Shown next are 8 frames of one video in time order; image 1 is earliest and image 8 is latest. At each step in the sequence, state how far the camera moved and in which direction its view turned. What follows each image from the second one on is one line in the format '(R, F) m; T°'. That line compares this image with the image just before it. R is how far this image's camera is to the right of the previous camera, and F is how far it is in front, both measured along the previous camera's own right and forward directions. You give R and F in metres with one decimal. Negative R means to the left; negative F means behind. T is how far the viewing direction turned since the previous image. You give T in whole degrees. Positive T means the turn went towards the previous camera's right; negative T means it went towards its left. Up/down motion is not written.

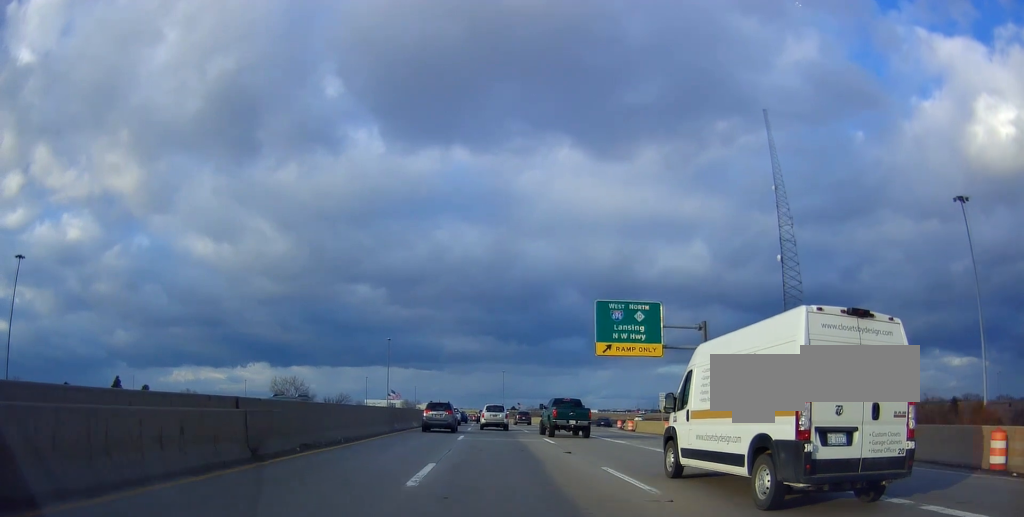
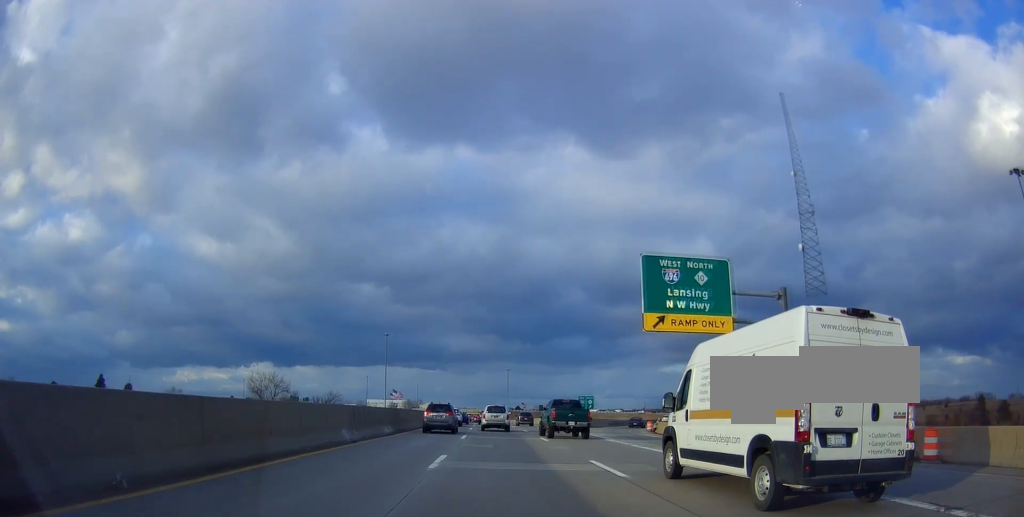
(-0.5, +12.5) m; -1°
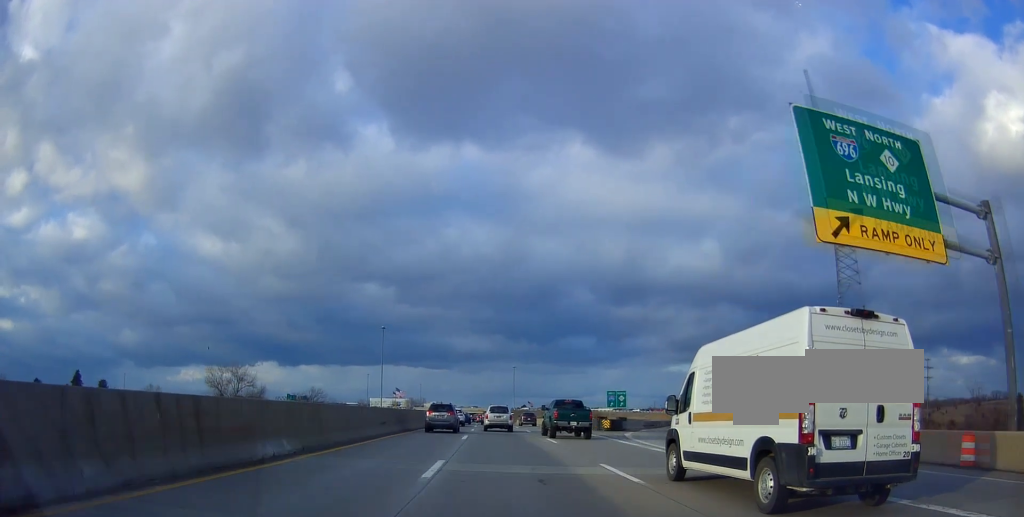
(-0.2, +16.6) m; -1°
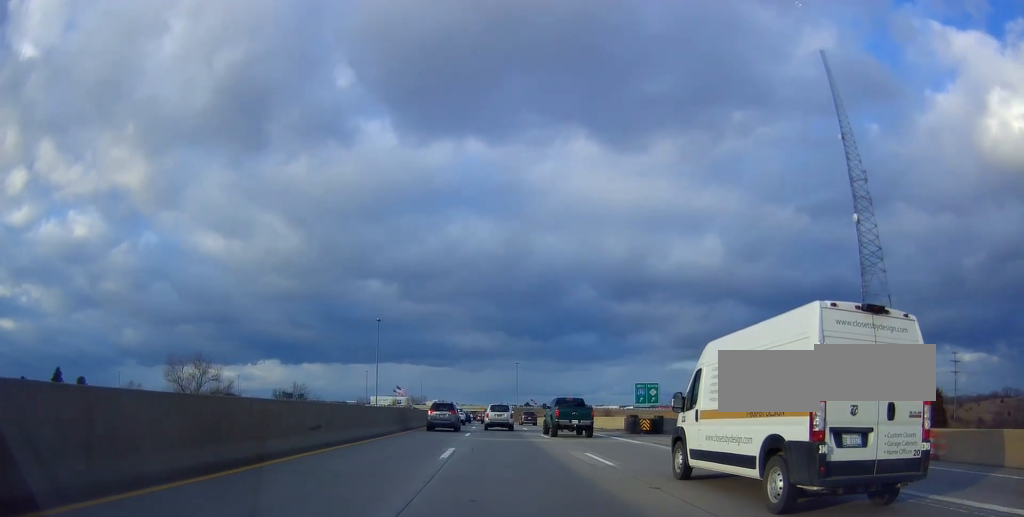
(0.0, +11.7) m; 0°
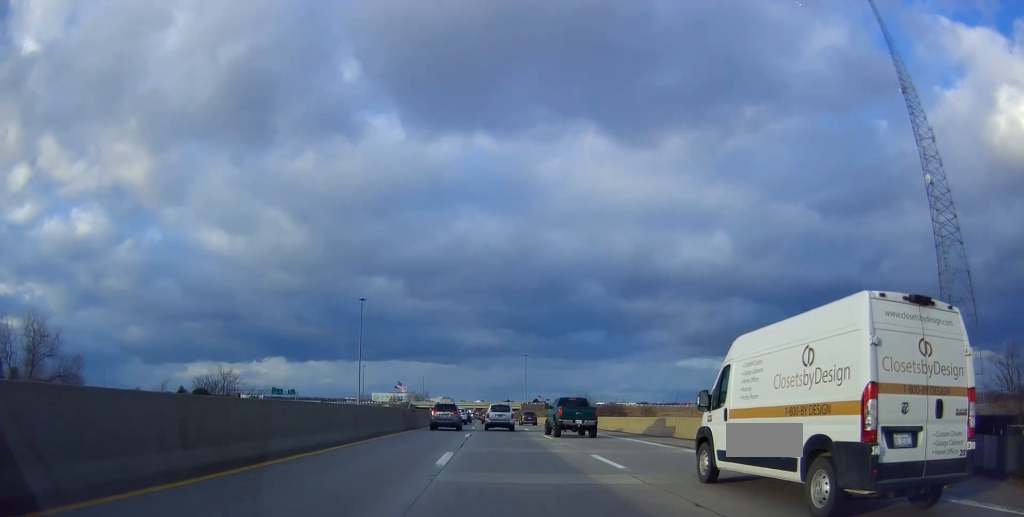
(-0.9, +31.6) m; -2°
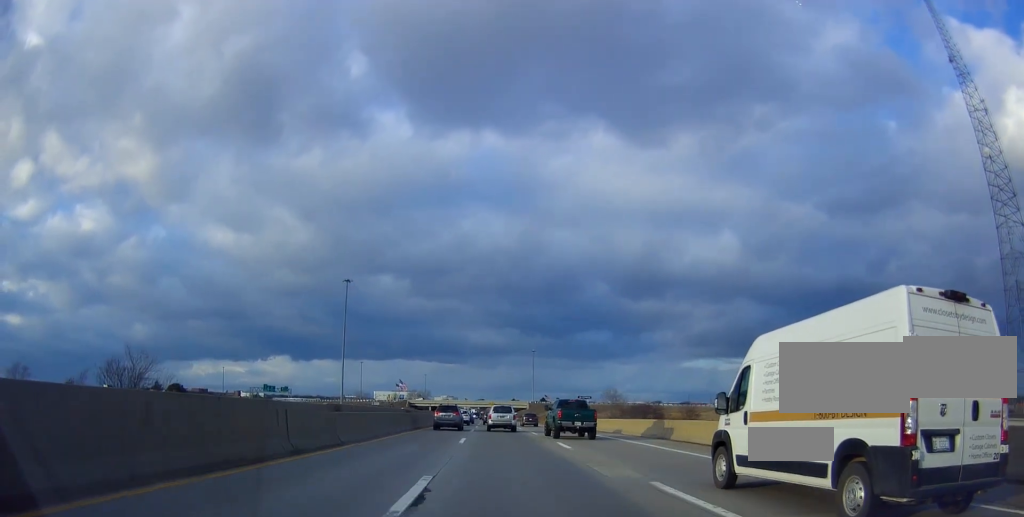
(+0.1, +22.0) m; +1°
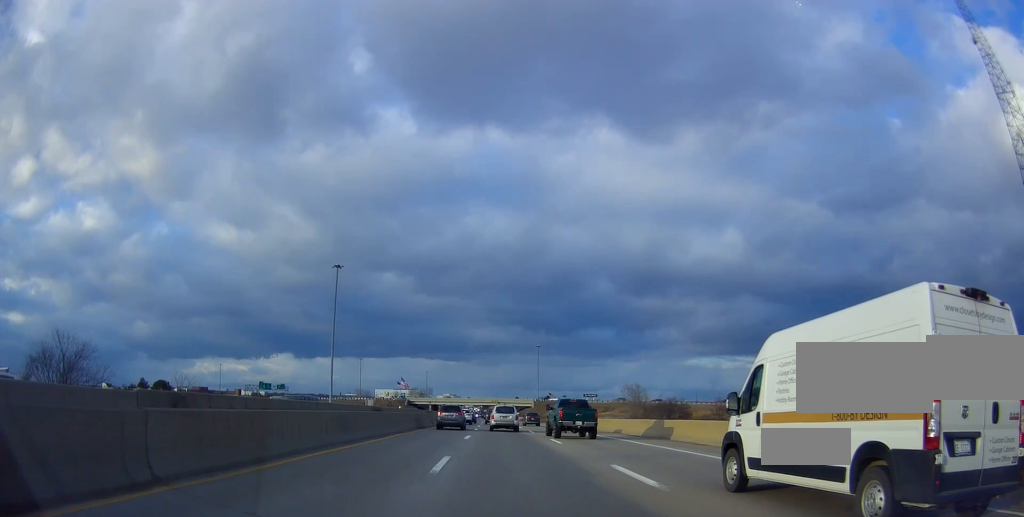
(+0.2, +11.6) m; 0°
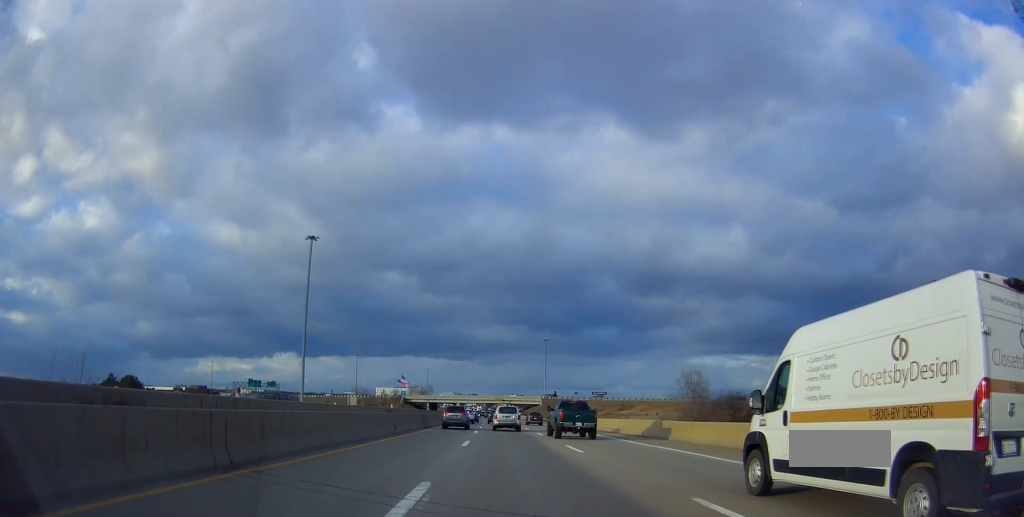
(-0.2, +21.0) m; -2°
